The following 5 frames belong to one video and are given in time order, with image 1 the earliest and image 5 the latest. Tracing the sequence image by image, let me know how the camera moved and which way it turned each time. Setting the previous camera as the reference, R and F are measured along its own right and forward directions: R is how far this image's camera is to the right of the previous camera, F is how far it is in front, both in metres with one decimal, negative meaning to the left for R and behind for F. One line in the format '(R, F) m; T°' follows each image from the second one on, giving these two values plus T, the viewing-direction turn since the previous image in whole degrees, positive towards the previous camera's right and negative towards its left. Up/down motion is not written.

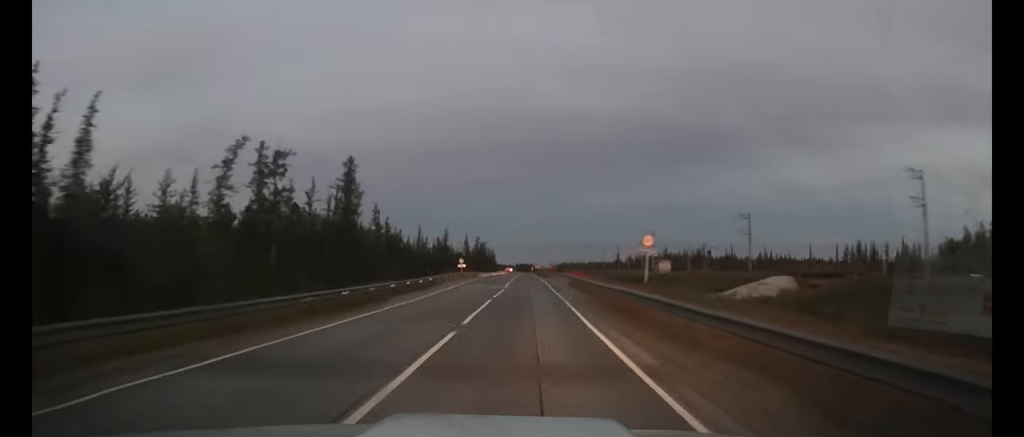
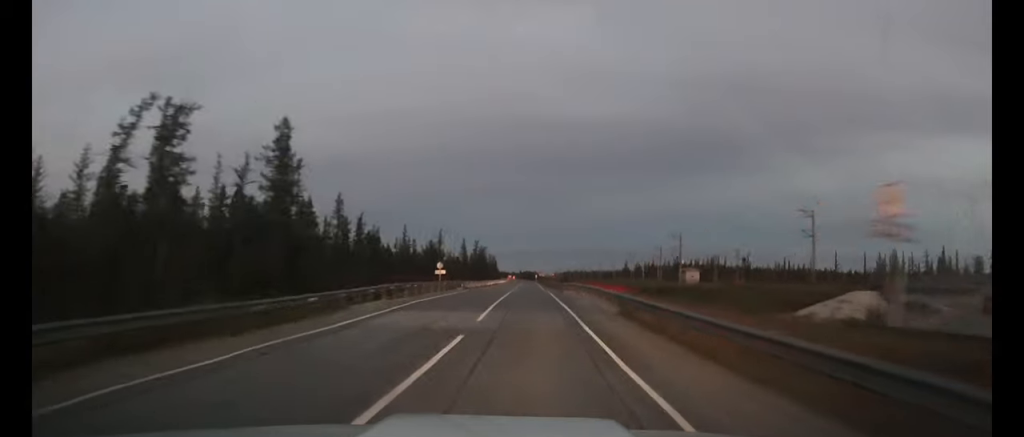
(+0.1, +23.9) m; 0°
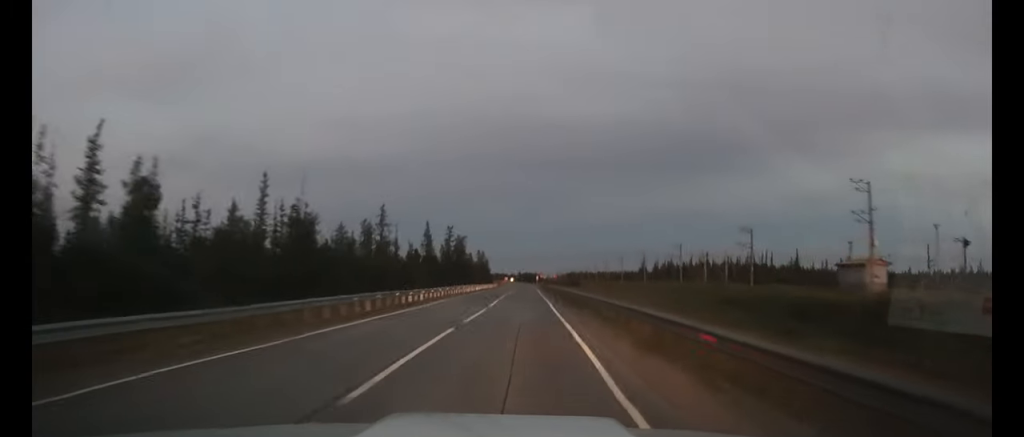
(0.0, +75.3) m; 0°
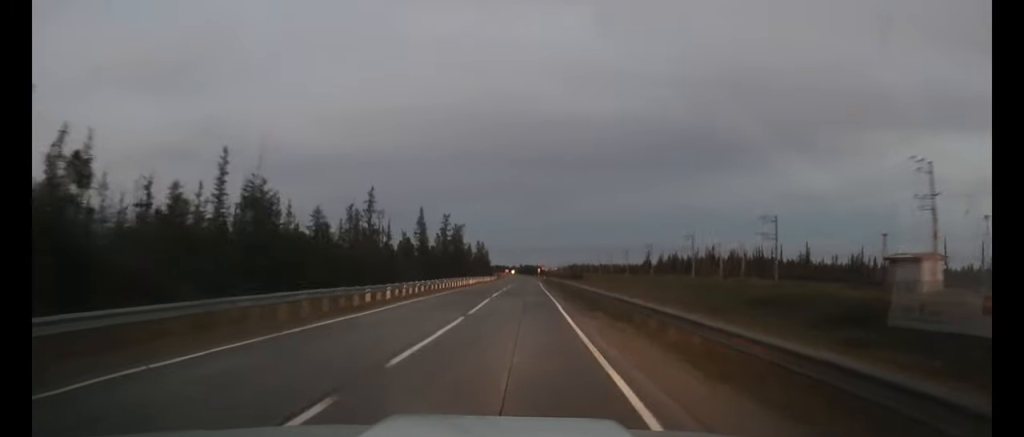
(0.0, +10.3) m; 0°
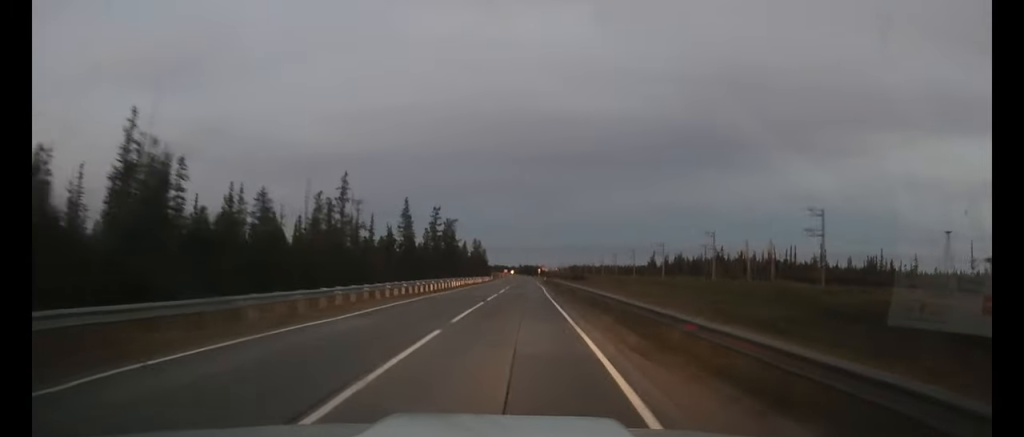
(-0.1, +16.3) m; 0°
